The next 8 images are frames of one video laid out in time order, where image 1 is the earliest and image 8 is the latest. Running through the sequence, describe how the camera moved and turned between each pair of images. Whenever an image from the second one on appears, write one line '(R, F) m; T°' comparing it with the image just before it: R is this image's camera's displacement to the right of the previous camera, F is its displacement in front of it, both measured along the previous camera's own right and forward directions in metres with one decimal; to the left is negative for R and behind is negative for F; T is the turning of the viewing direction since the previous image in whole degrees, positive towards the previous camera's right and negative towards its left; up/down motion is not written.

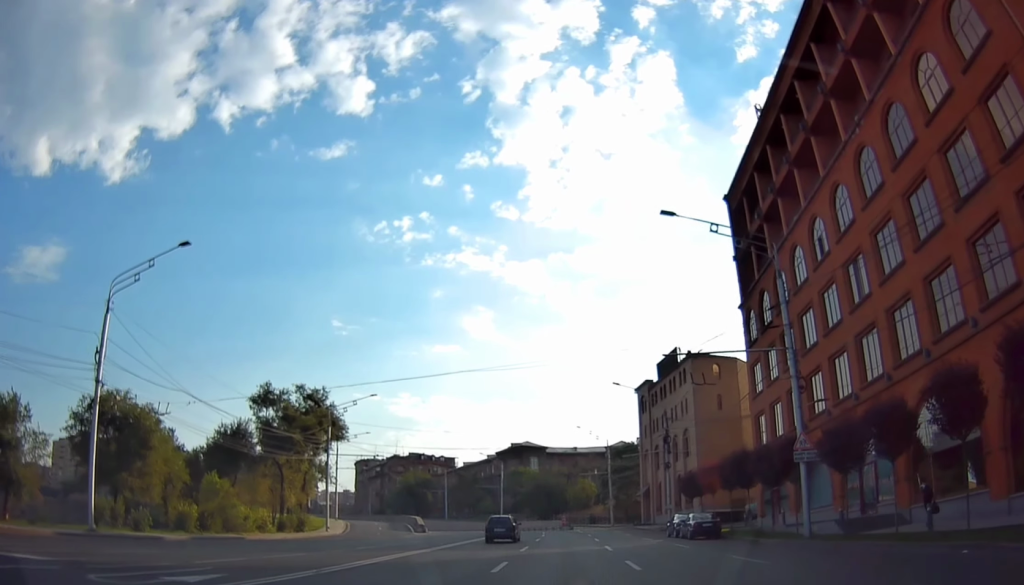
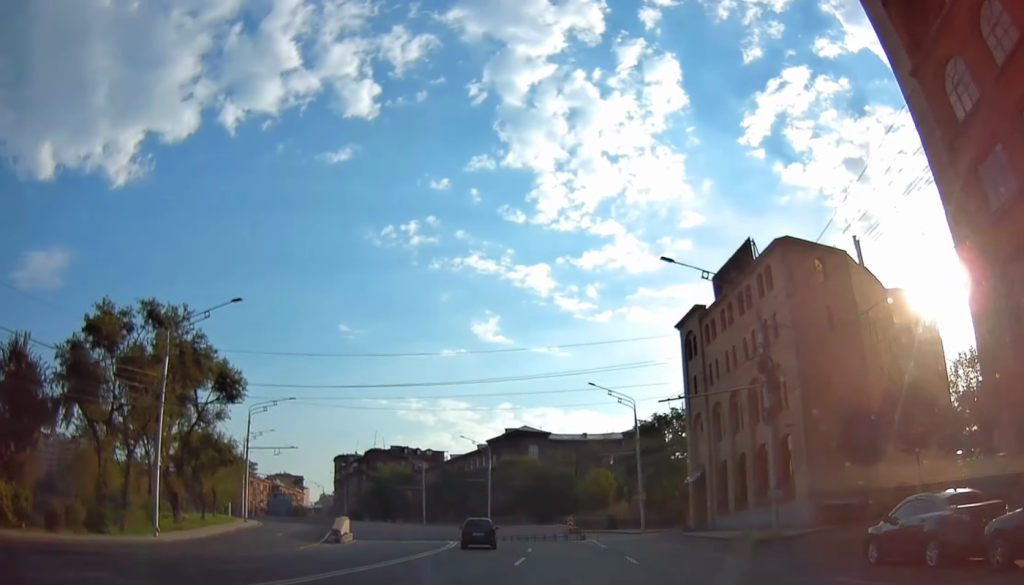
(-0.5, +30.0) m; -1°
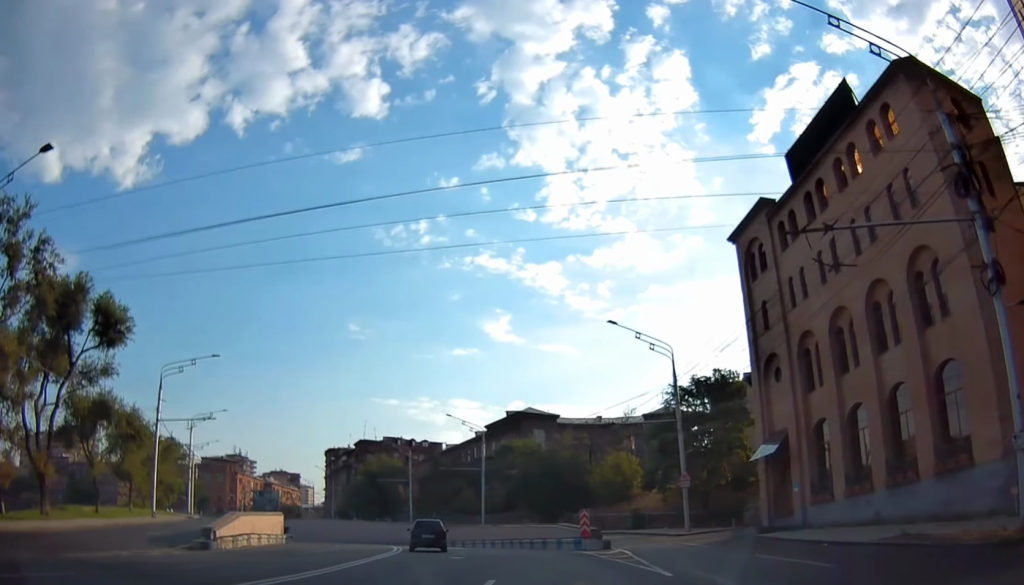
(-0.1, +18.3) m; -2°
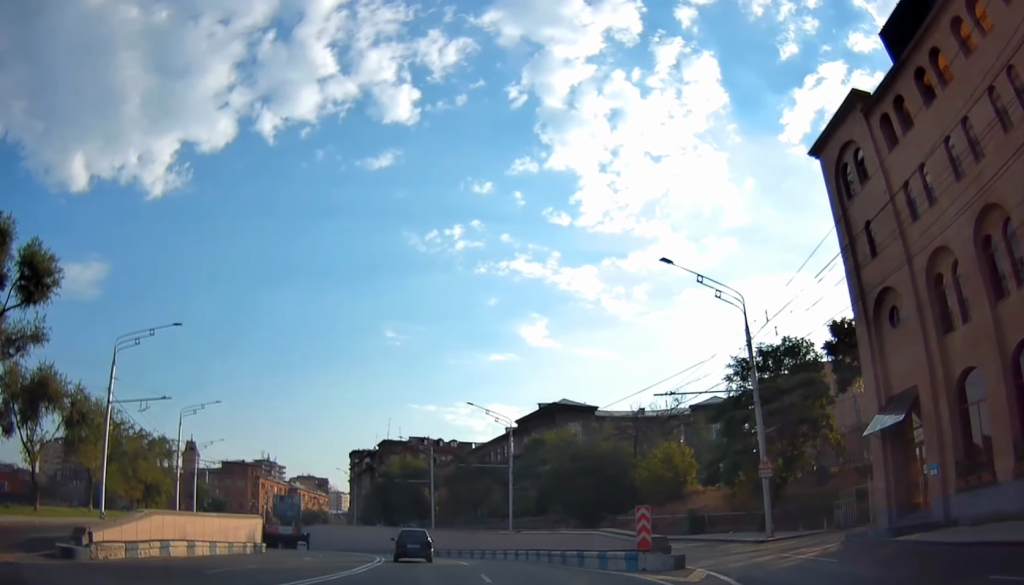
(-0.3, +10.8) m; -3°
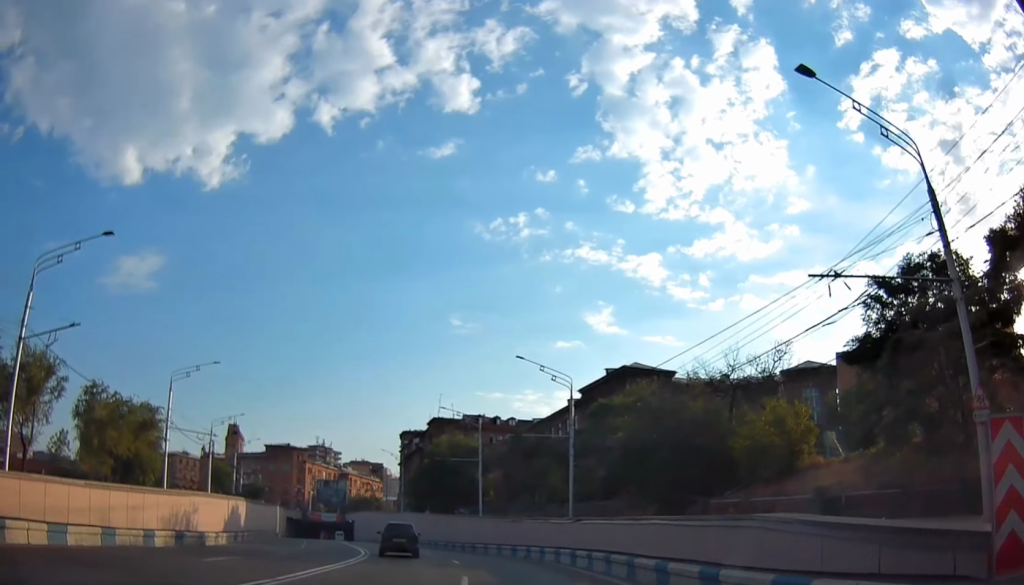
(-0.6, +14.4) m; -5°
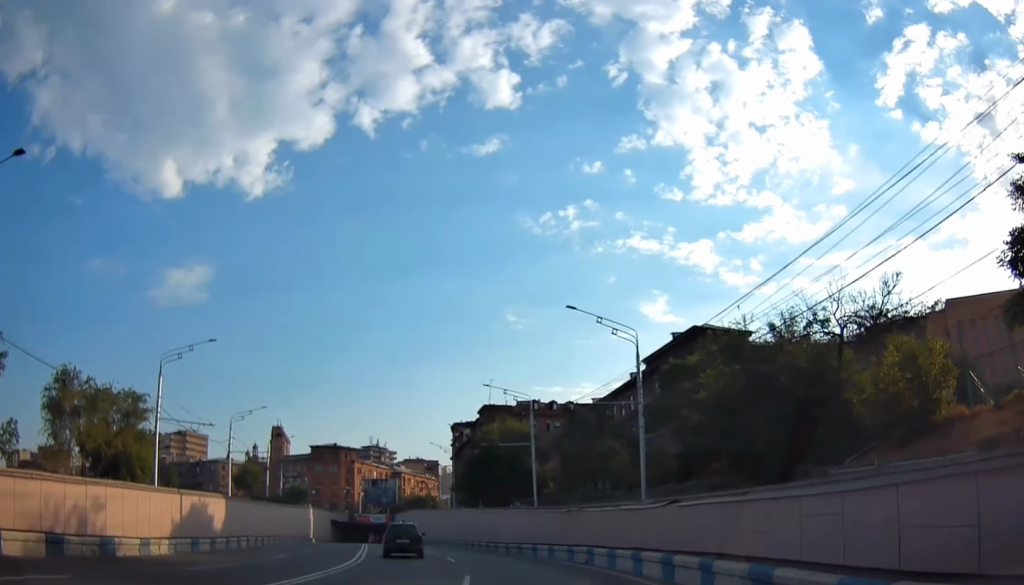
(-0.4, +10.8) m; -5°
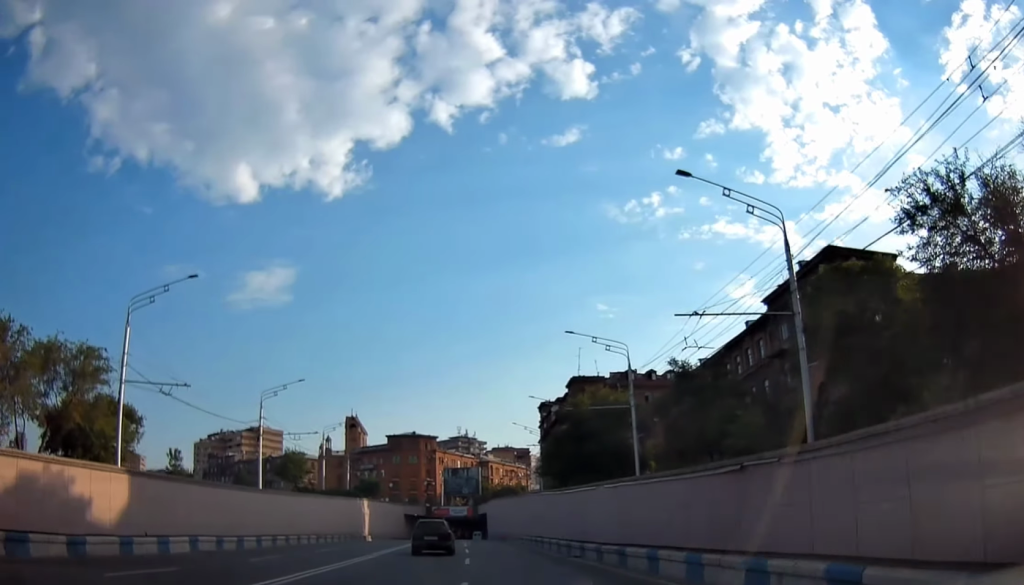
(-1.2, +16.3) m; -8°
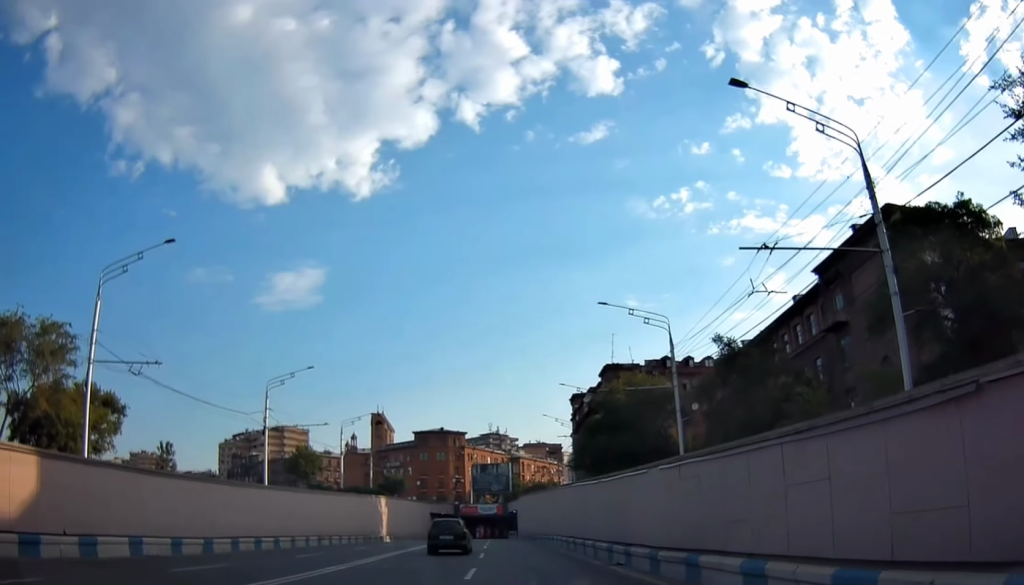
(-0.1, +6.4) m; -3°
